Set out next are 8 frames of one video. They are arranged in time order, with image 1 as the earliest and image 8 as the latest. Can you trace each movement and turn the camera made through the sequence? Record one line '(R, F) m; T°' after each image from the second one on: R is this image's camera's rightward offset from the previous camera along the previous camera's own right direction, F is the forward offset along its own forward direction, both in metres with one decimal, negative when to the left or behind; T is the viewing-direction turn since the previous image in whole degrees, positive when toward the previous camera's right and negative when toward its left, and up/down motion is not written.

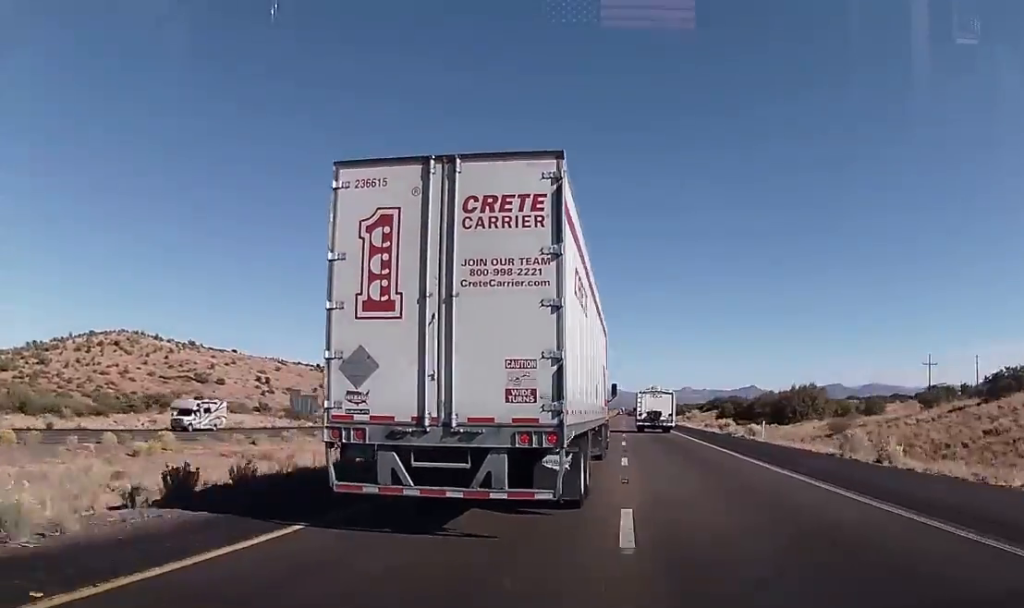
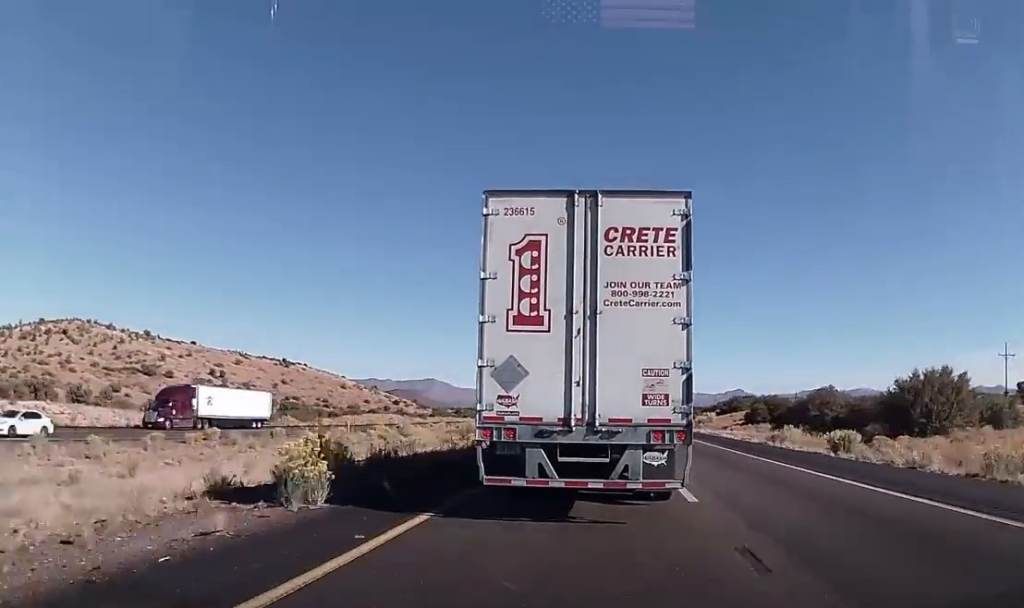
(-0.4, +32.4) m; +1°
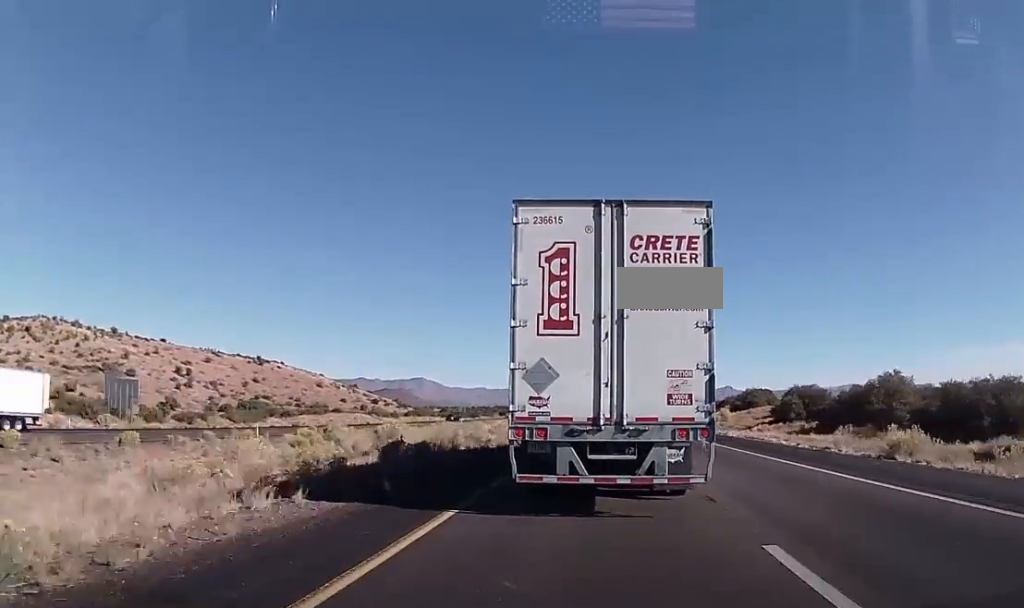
(+0.7, +19.8) m; +1°
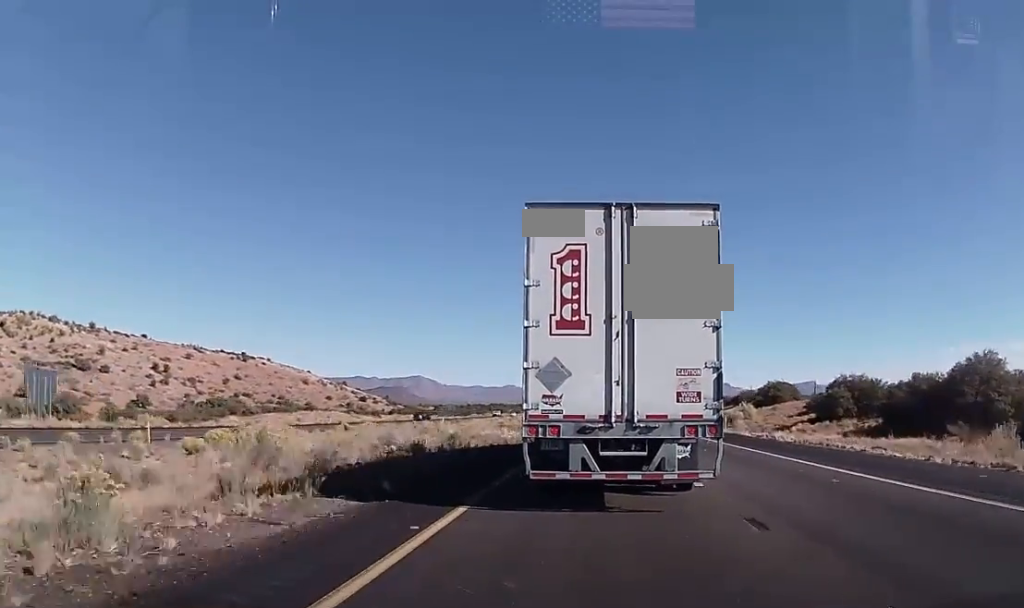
(0.0, +15.1) m; 0°
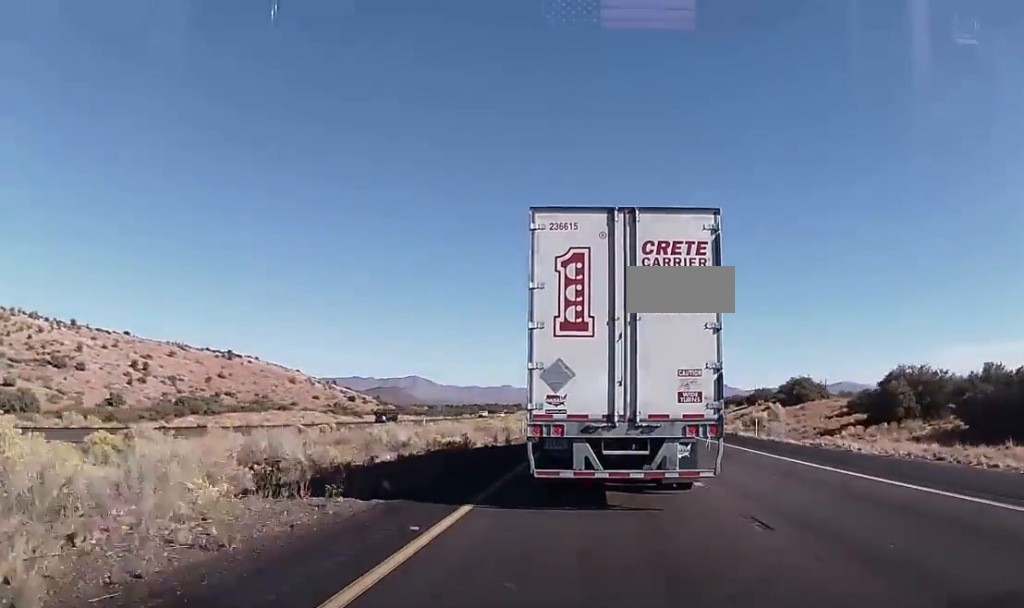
(-0.1, +12.3) m; 0°
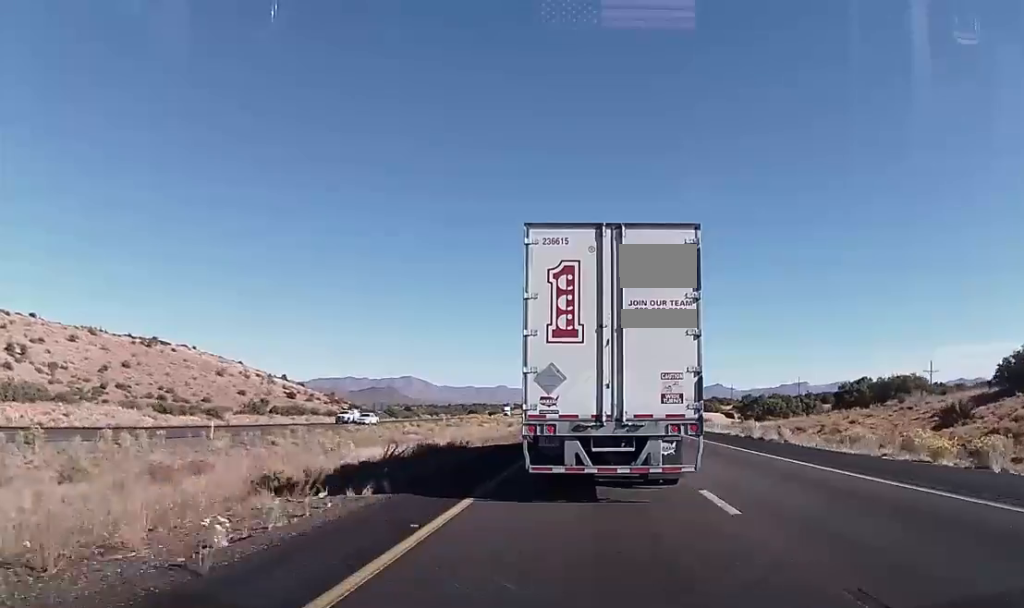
(+0.6, +65.8) m; +2°
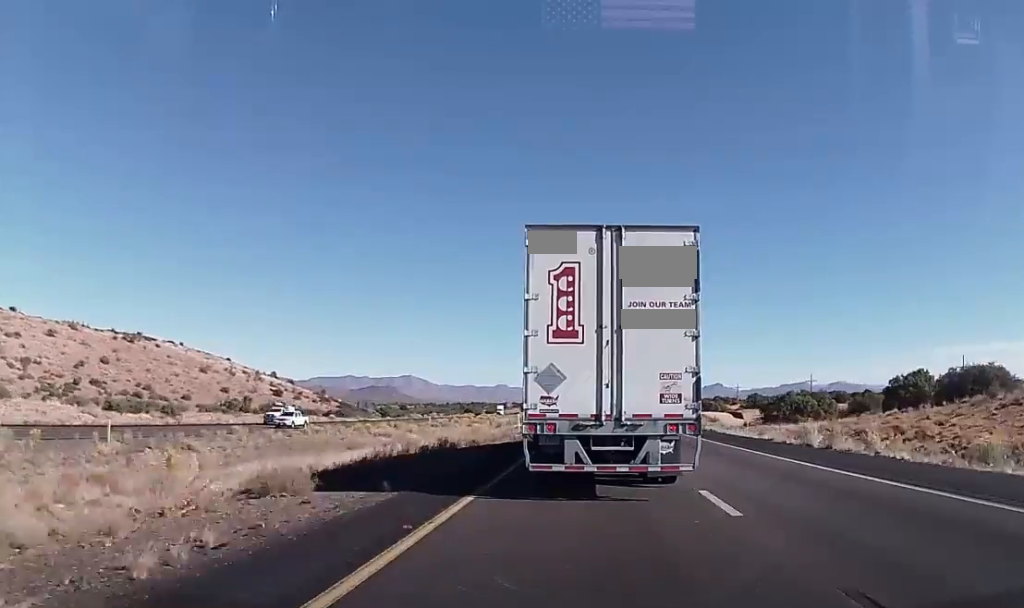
(0.0, +12.5) m; 0°
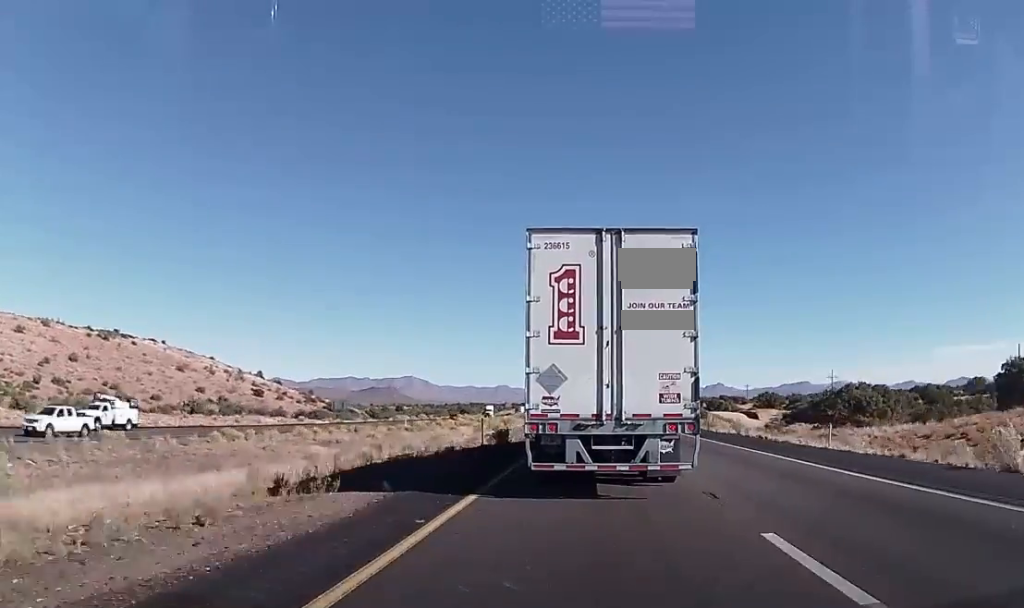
(0.0, +17.3) m; 0°
